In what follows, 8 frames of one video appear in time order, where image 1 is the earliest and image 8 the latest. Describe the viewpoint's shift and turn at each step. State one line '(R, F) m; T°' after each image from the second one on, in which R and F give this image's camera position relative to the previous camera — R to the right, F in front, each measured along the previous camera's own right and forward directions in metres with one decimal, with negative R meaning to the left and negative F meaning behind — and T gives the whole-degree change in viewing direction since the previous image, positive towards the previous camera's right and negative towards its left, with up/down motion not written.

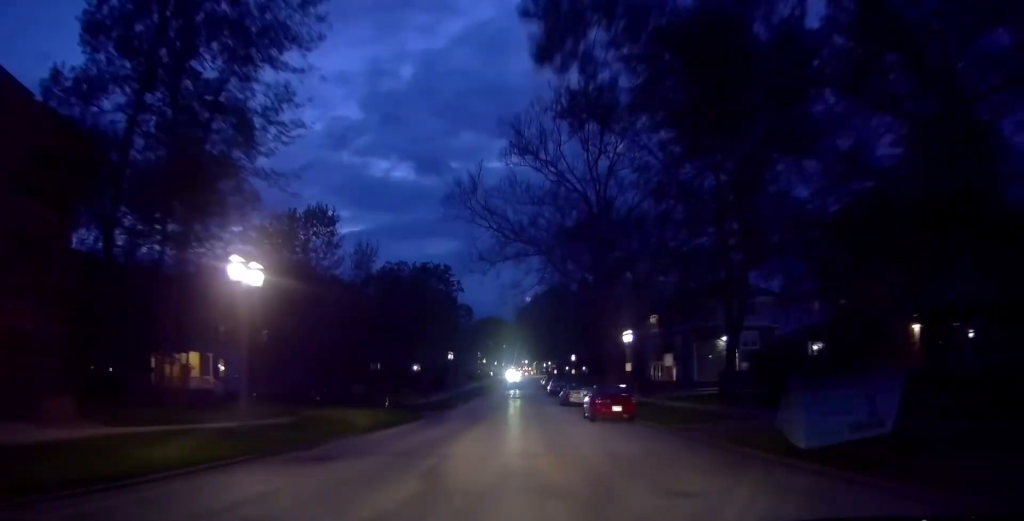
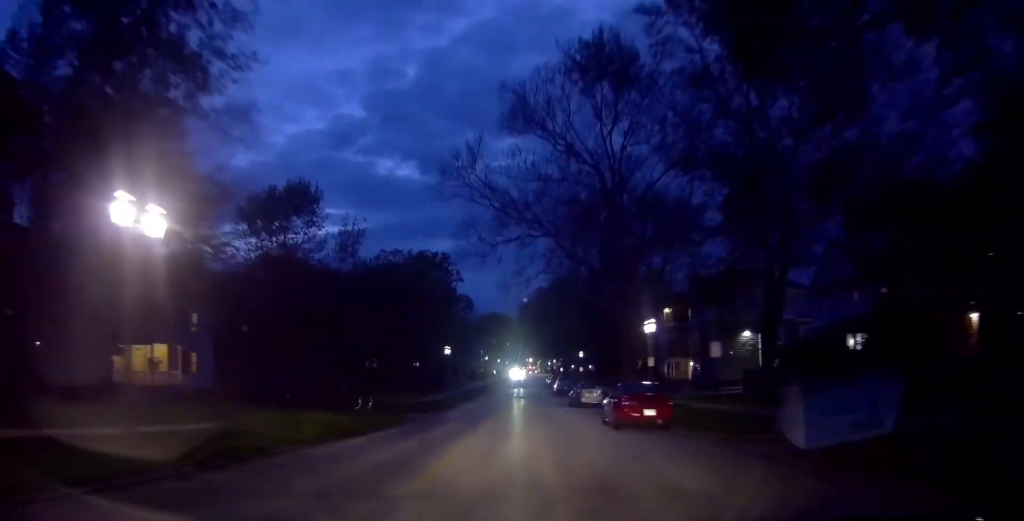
(0.0, +4.9) m; 0°
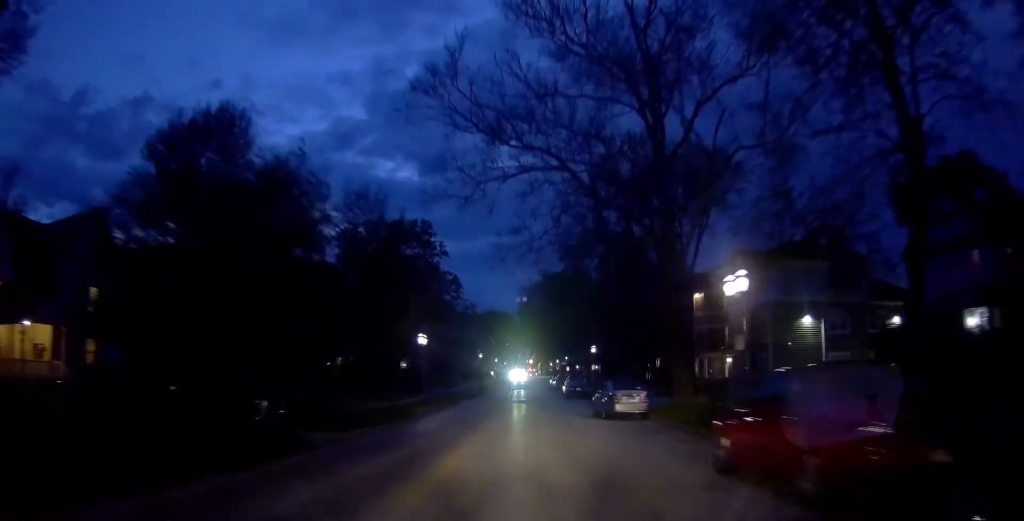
(0.0, +12.5) m; 0°
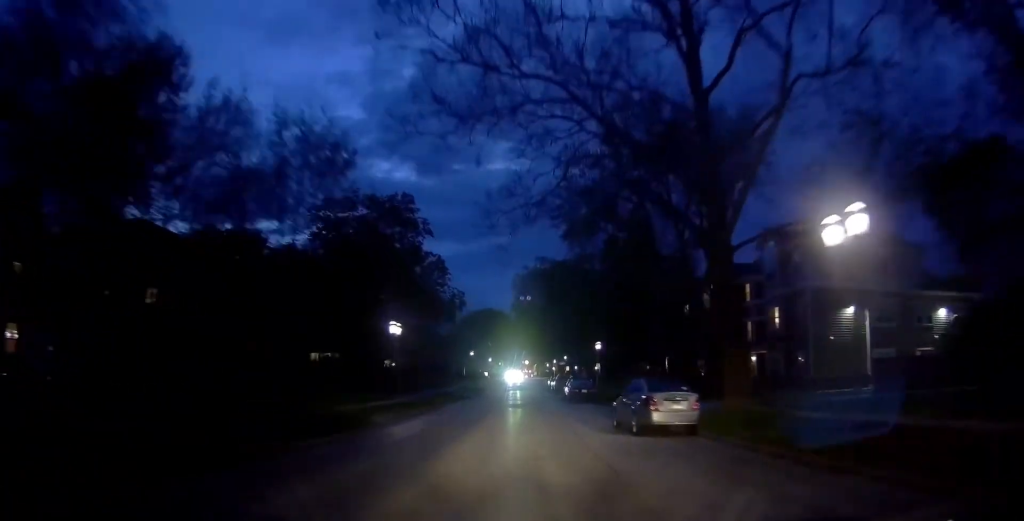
(0.0, +6.8) m; 0°
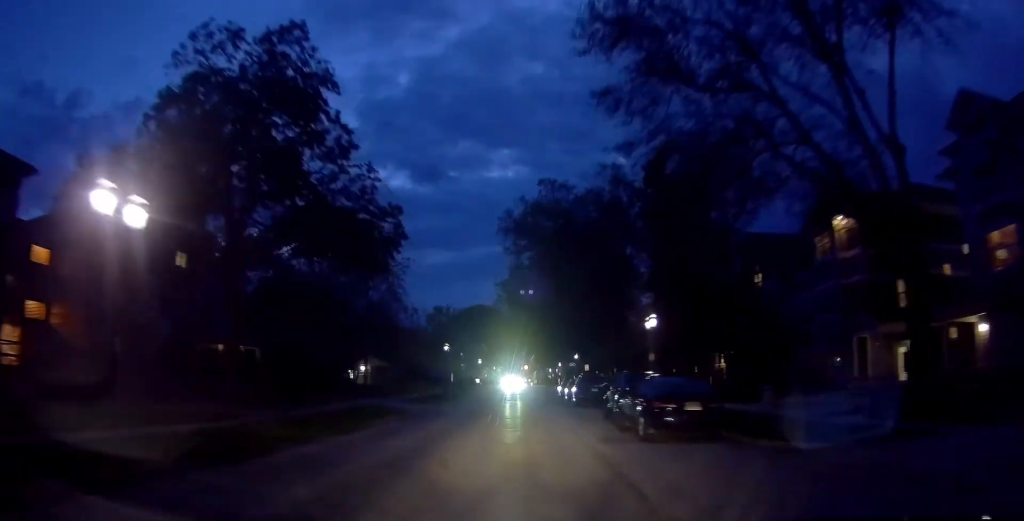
(0.0, +23.1) m; 0°
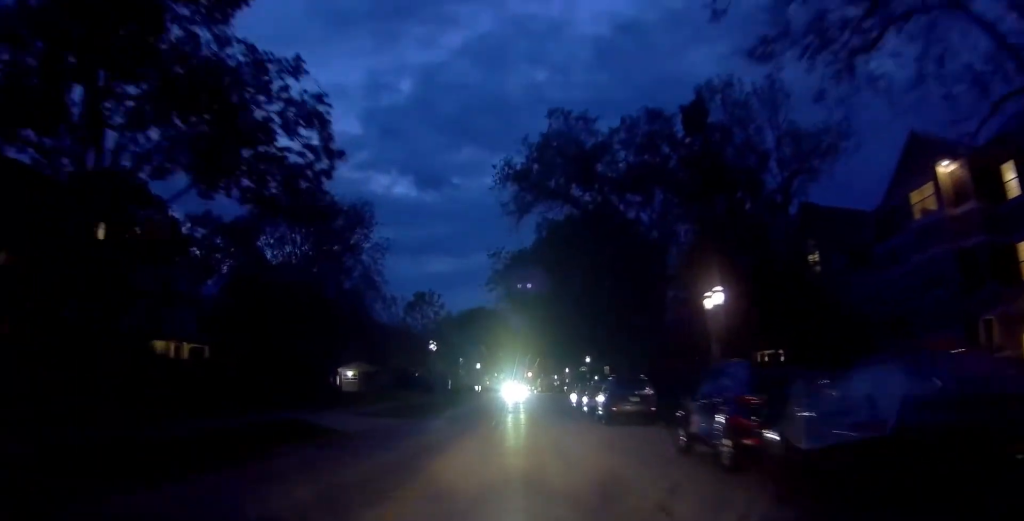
(0.0, +9.7) m; 0°
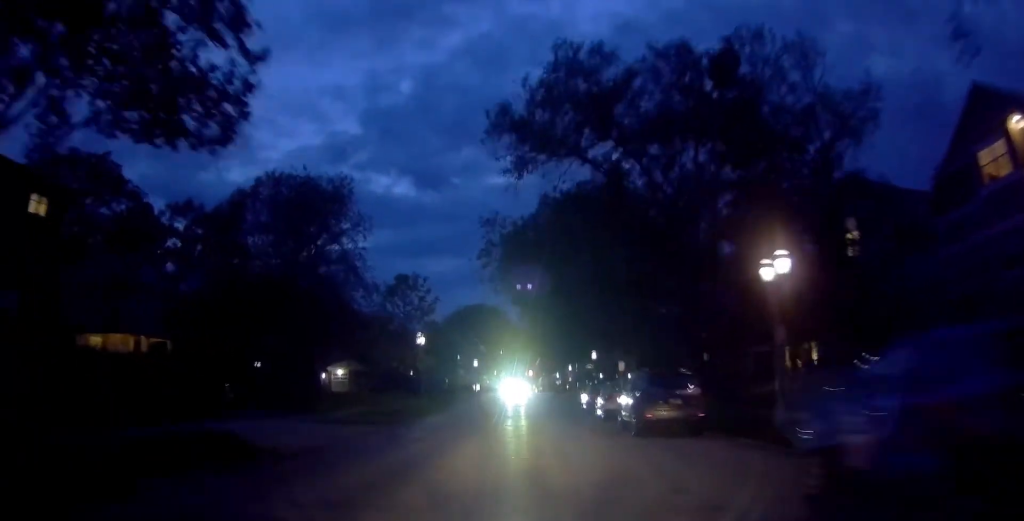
(0.0, +5.7) m; 0°
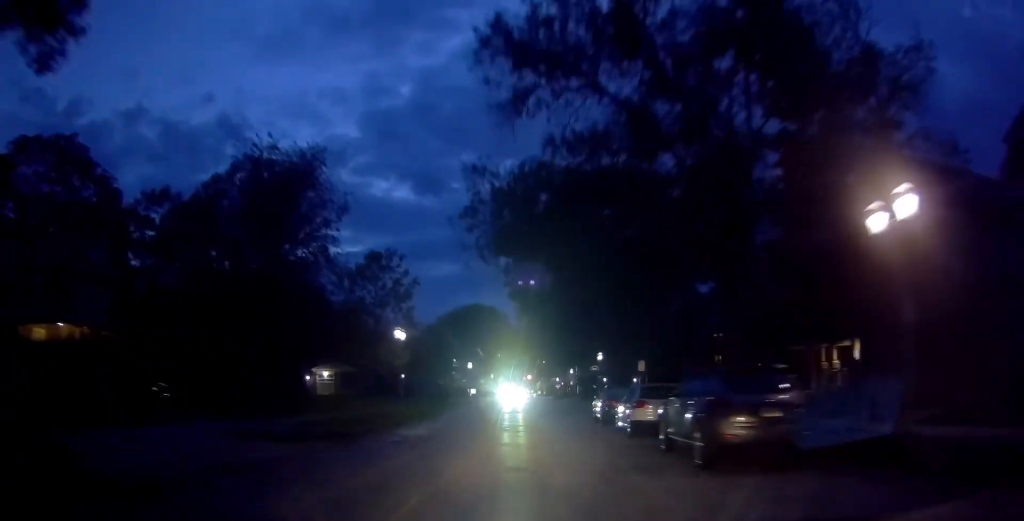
(0.0, +5.6) m; 0°
